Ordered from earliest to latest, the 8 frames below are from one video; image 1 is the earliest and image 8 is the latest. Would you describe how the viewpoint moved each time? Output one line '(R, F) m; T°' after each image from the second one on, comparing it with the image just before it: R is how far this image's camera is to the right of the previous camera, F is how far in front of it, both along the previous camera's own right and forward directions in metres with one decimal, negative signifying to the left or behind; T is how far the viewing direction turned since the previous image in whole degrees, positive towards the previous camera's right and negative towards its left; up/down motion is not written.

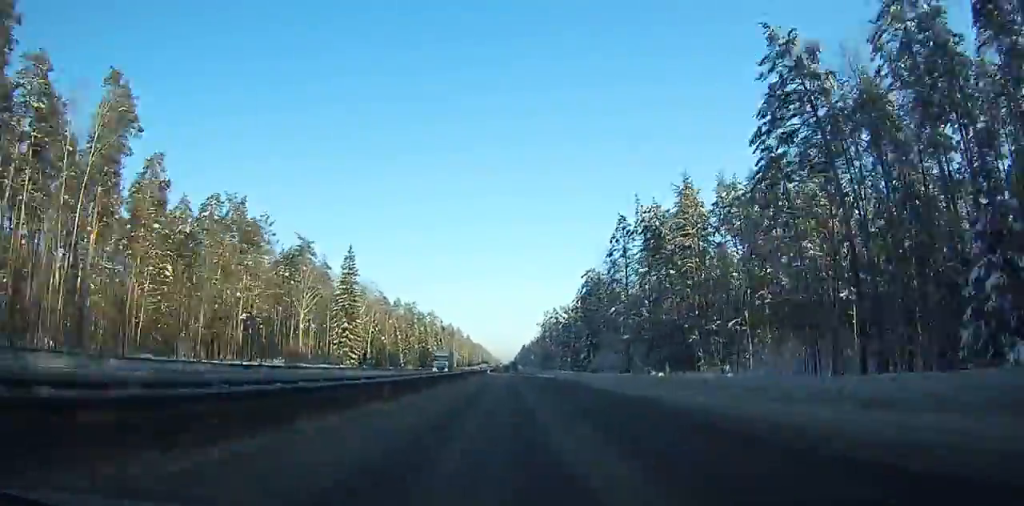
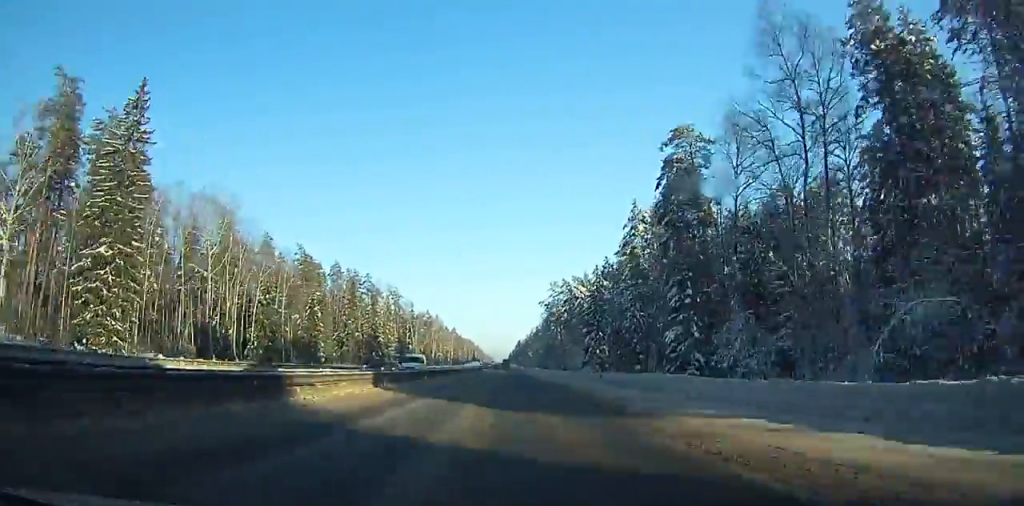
(+0.3, +94.0) m; 0°
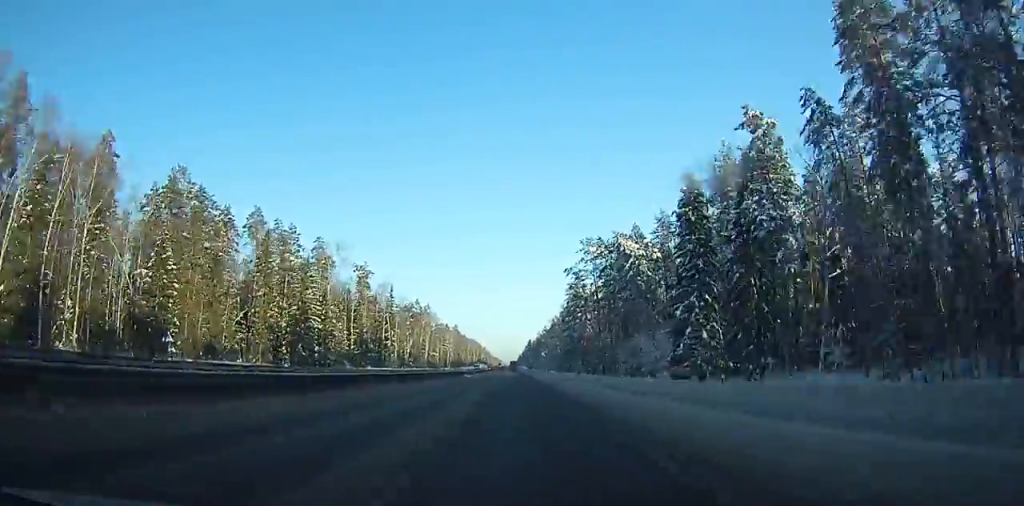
(-0.3, +73.0) m; 0°
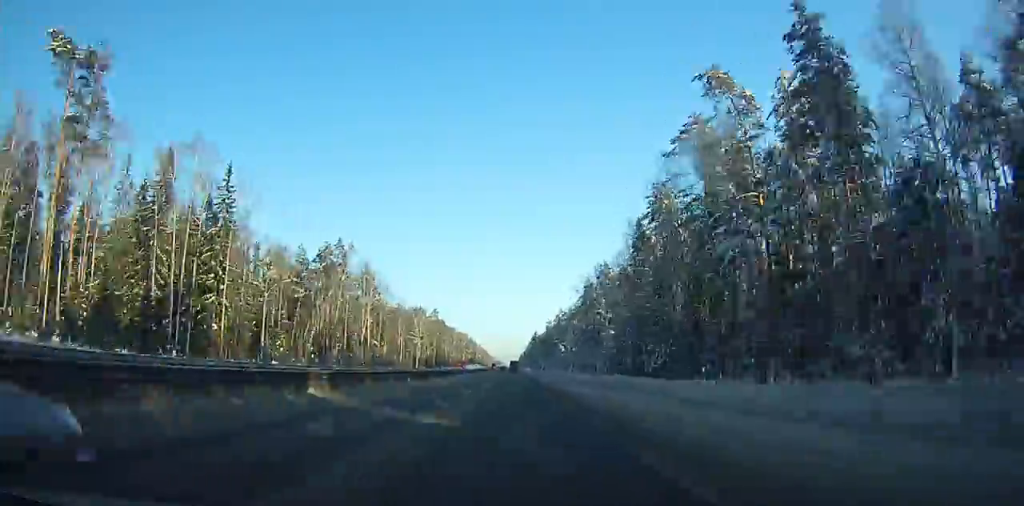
(-0.7, +138.9) m; 0°
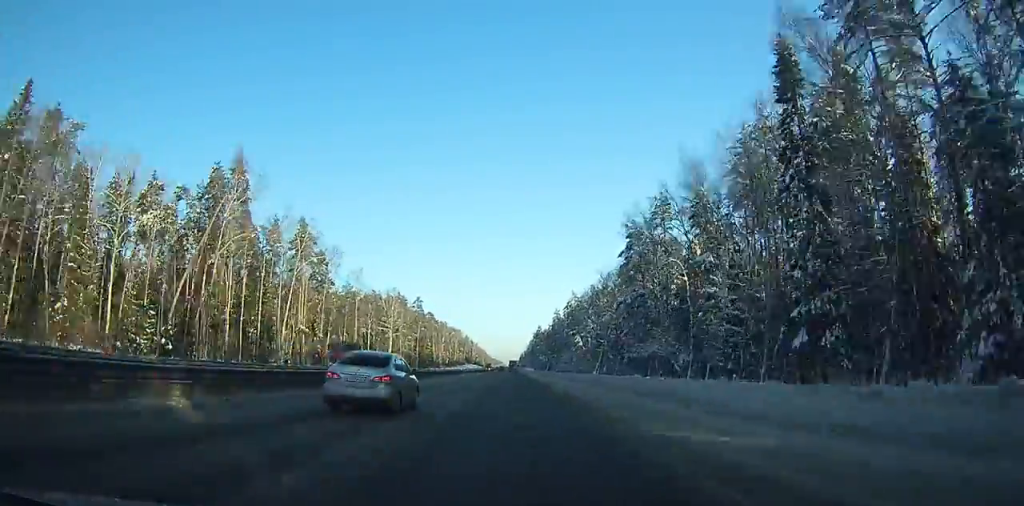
(-0.2, +62.8) m; 0°
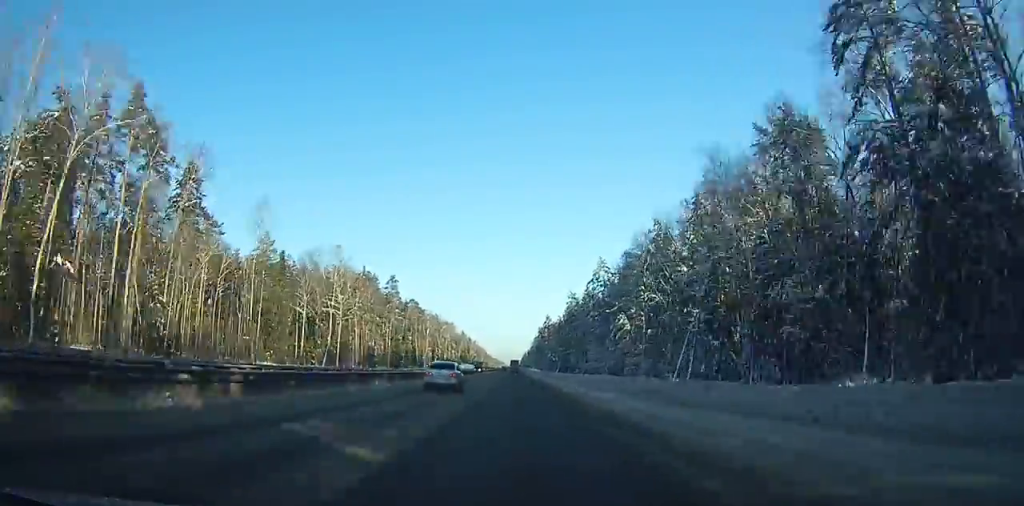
(-0.1, +70.7) m; 0°
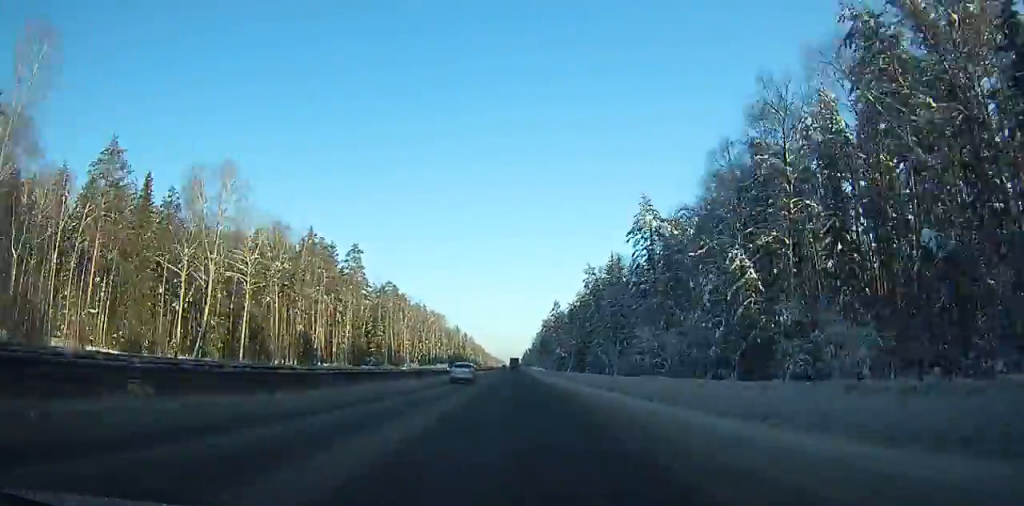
(0.0, +55.0) m; 0°
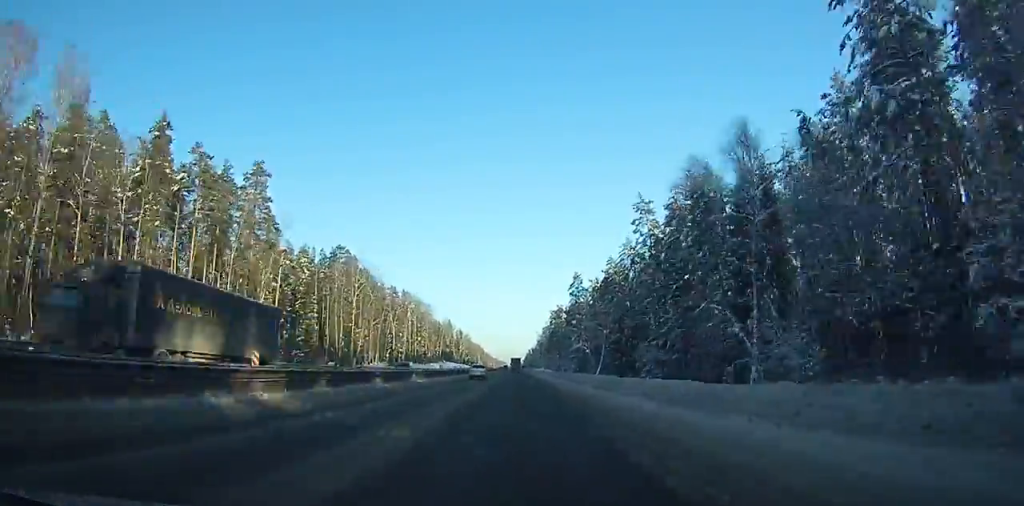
(-0.1, +71.3) m; 0°
